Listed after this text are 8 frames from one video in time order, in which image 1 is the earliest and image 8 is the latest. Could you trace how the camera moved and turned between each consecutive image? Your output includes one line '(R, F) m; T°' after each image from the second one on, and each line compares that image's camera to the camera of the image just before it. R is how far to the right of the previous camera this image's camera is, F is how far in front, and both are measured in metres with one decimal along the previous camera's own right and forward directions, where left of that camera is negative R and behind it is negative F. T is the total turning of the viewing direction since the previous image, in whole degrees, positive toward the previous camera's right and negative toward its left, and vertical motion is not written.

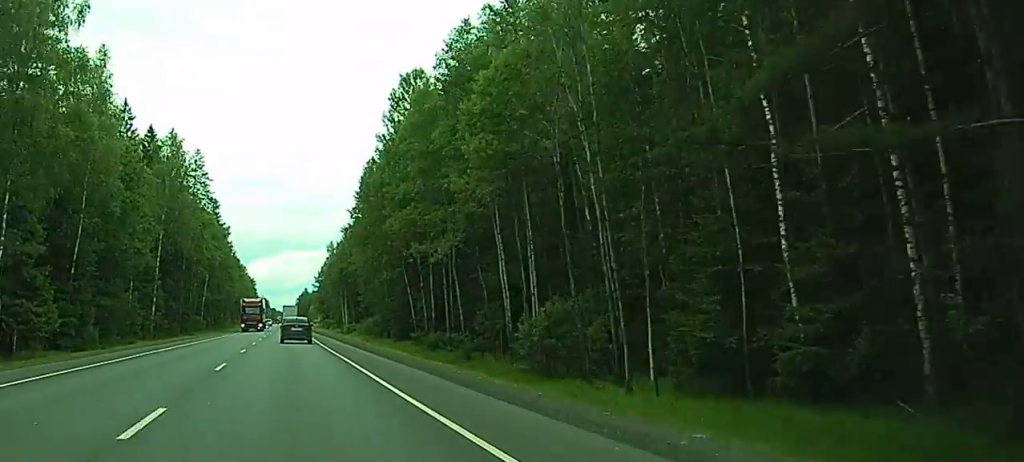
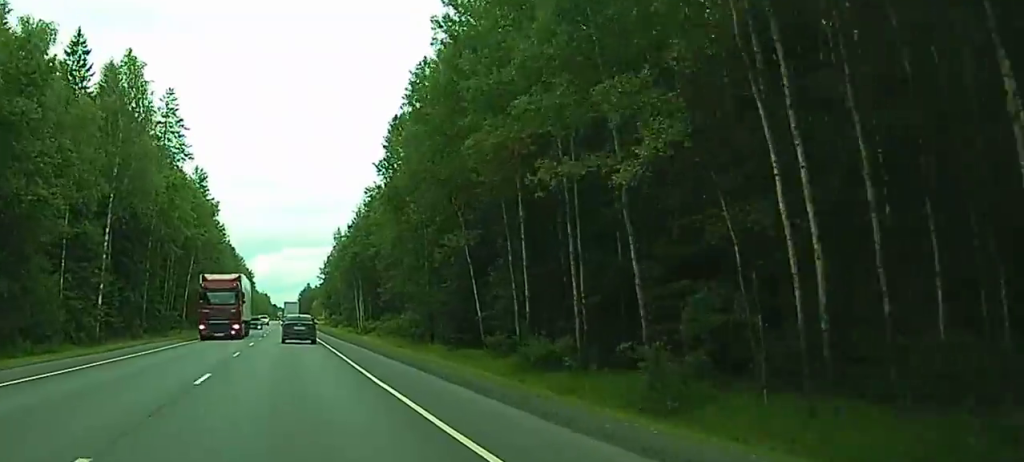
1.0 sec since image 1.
(+0.2, +28.4) m; 0°
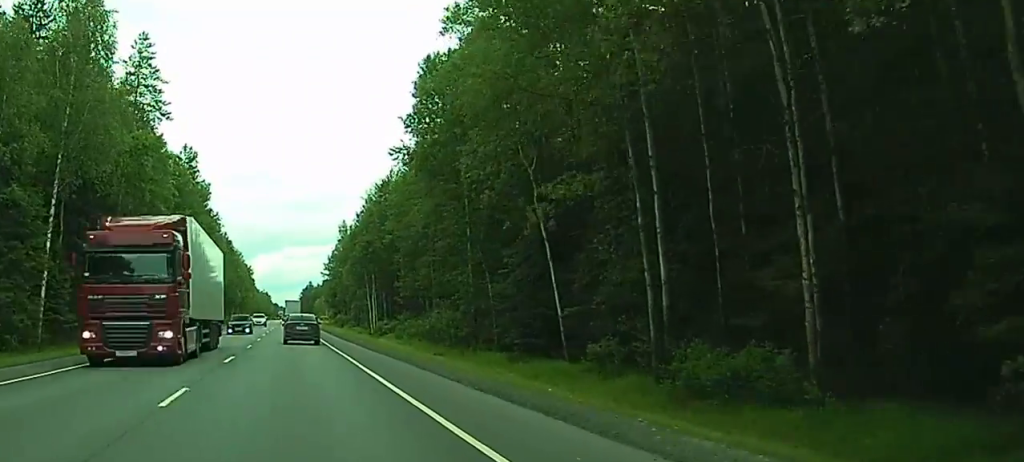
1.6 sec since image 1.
(+0.1, +16.5) m; 0°
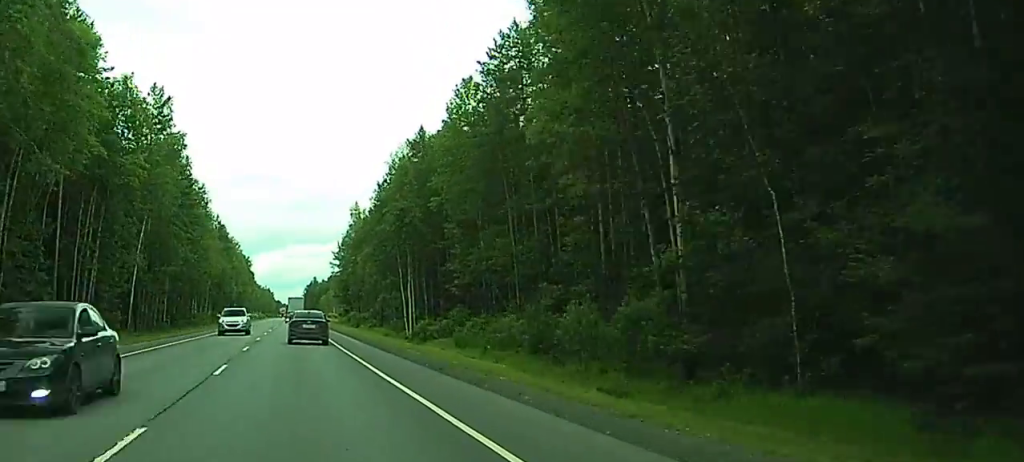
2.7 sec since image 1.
(-0.2, +29.2) m; -1°
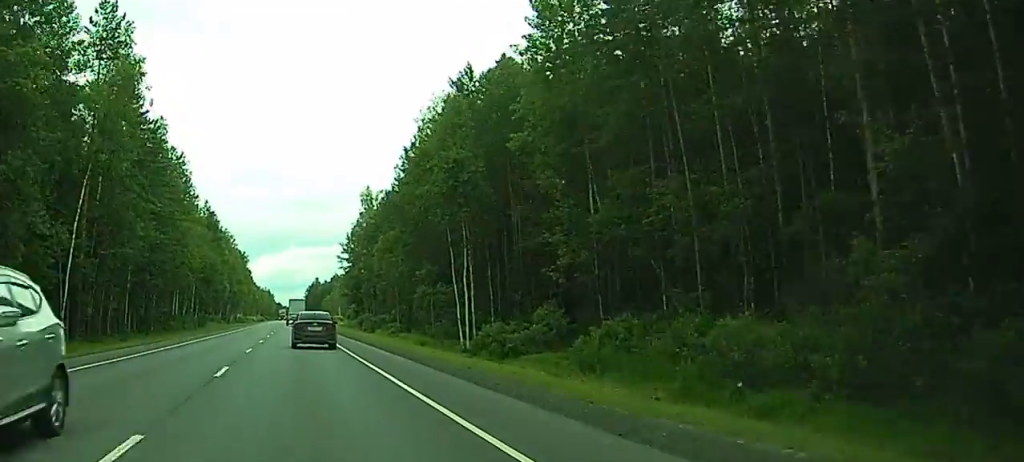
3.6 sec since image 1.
(-0.2, +24.4) m; 0°
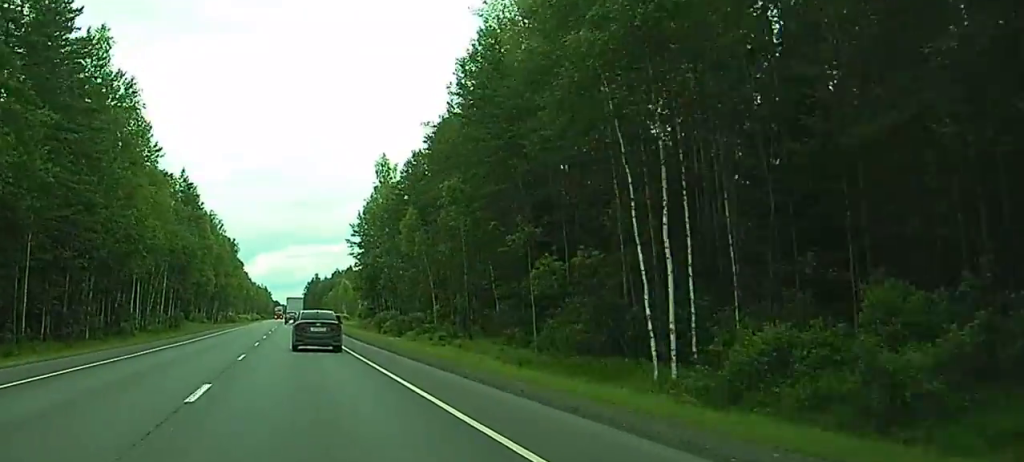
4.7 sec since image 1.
(+0.1, +29.4) m; 0°
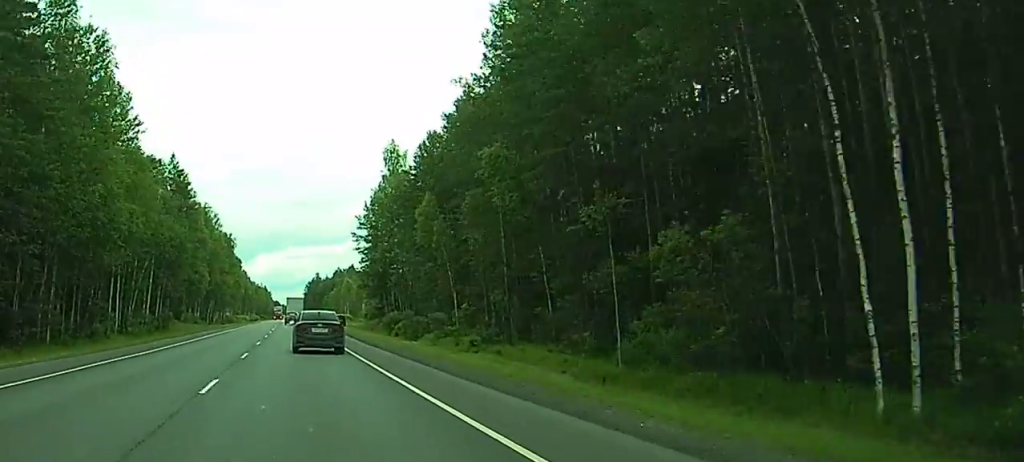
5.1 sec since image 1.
(0.0, +10.5) m; 0°
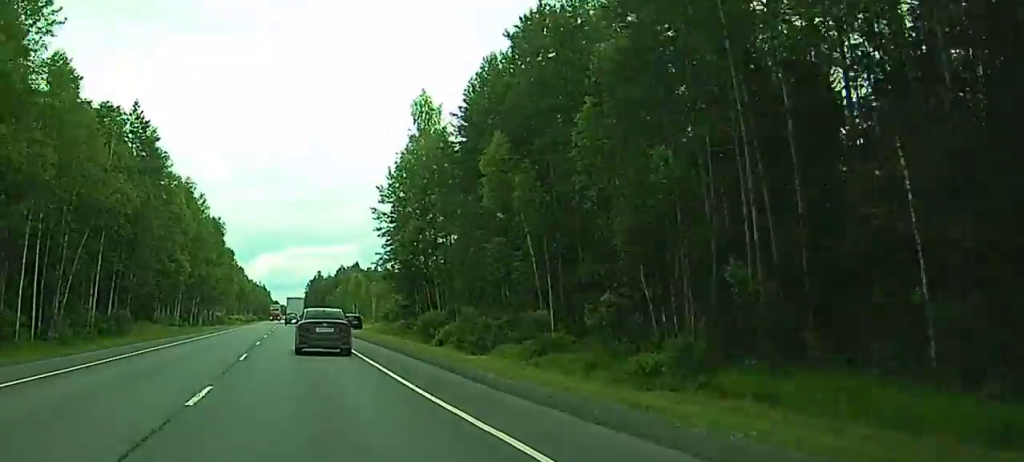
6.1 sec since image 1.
(0.0, +26.3) m; +1°
